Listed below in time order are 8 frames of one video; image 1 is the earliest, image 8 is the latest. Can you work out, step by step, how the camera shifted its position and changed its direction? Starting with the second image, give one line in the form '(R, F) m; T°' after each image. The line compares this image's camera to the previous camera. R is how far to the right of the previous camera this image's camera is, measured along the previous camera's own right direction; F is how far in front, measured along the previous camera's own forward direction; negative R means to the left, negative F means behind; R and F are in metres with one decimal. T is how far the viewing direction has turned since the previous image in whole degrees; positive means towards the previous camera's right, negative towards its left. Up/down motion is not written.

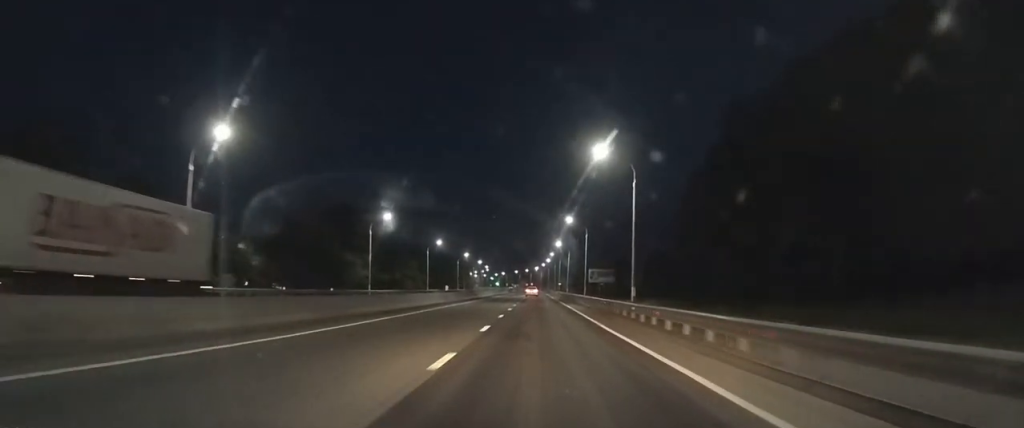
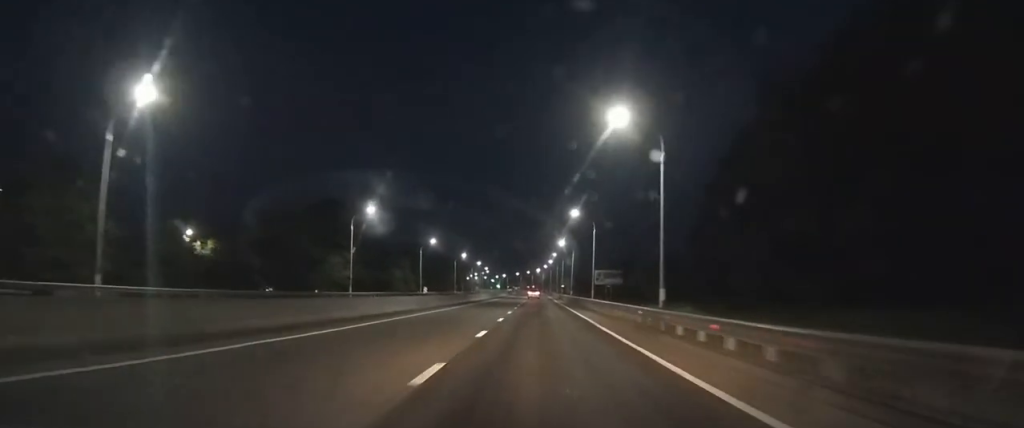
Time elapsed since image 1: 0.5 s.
(0.0, +11.1) m; 0°
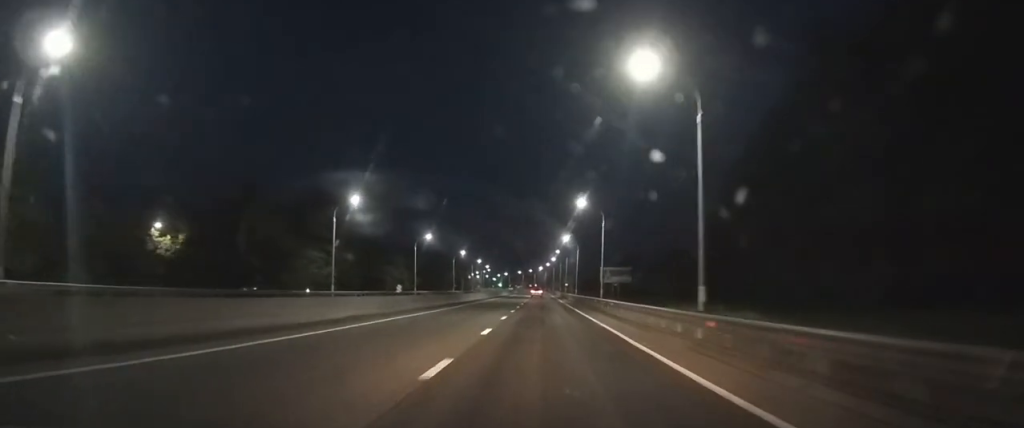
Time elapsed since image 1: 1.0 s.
(0.0, +8.3) m; 0°
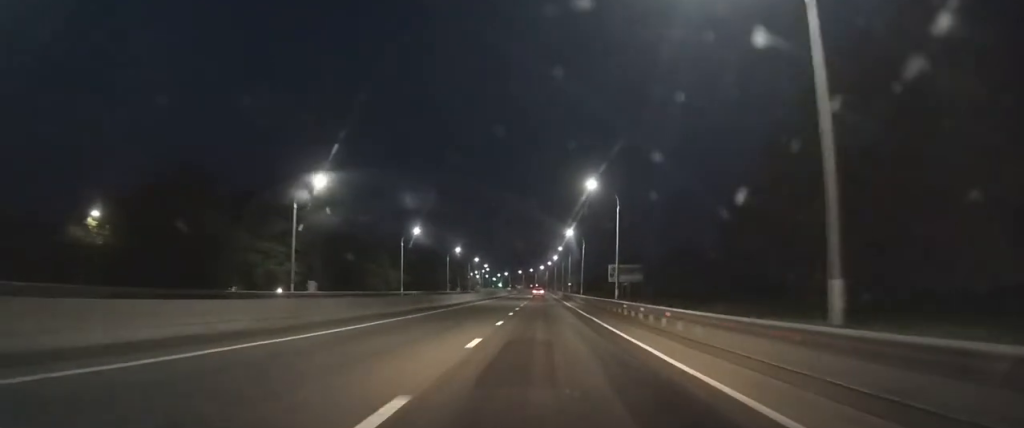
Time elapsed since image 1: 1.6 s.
(0.0, +12.1) m; 0°
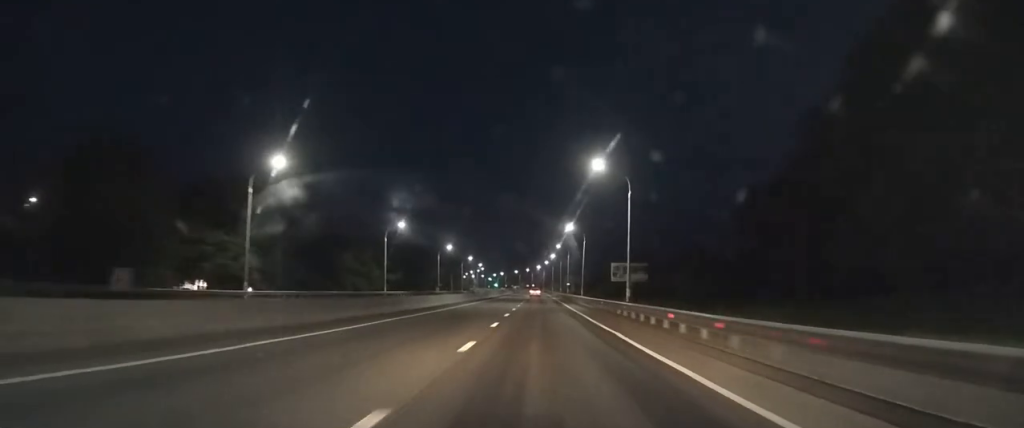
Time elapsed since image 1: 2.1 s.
(0.0, +8.4) m; 0°
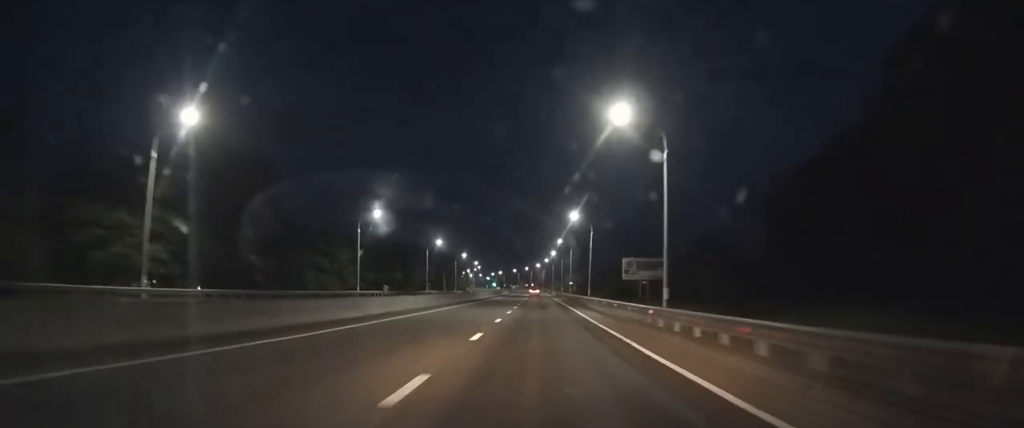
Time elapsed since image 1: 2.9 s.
(0.0, +13.0) m; 0°
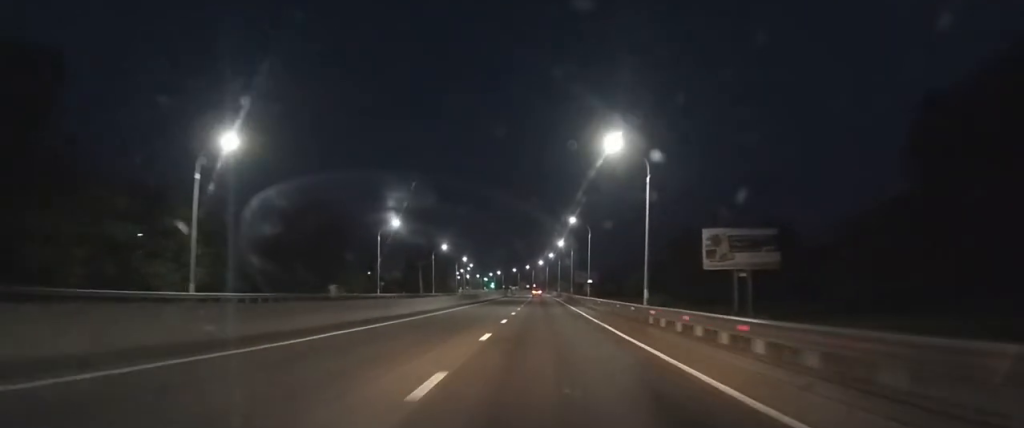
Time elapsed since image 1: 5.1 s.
(-0.1, +41.5) m; 0°
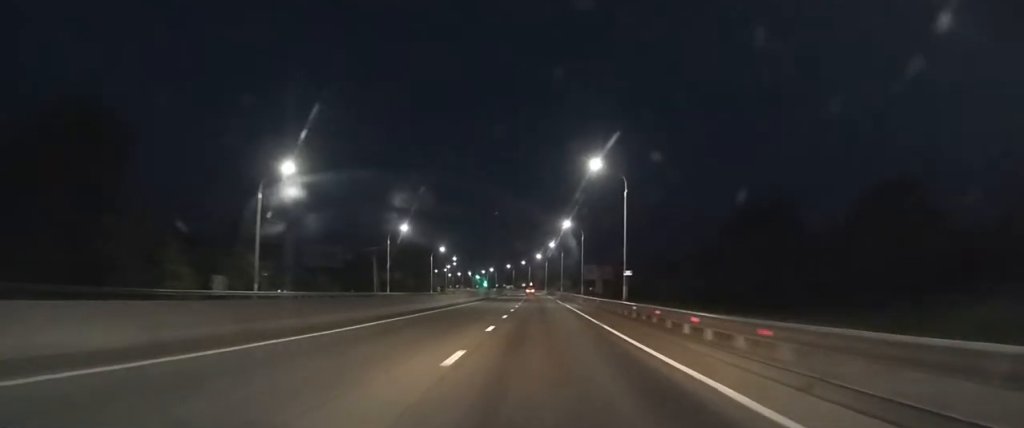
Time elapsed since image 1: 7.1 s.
(+0.1, +34.5) m; 0°
